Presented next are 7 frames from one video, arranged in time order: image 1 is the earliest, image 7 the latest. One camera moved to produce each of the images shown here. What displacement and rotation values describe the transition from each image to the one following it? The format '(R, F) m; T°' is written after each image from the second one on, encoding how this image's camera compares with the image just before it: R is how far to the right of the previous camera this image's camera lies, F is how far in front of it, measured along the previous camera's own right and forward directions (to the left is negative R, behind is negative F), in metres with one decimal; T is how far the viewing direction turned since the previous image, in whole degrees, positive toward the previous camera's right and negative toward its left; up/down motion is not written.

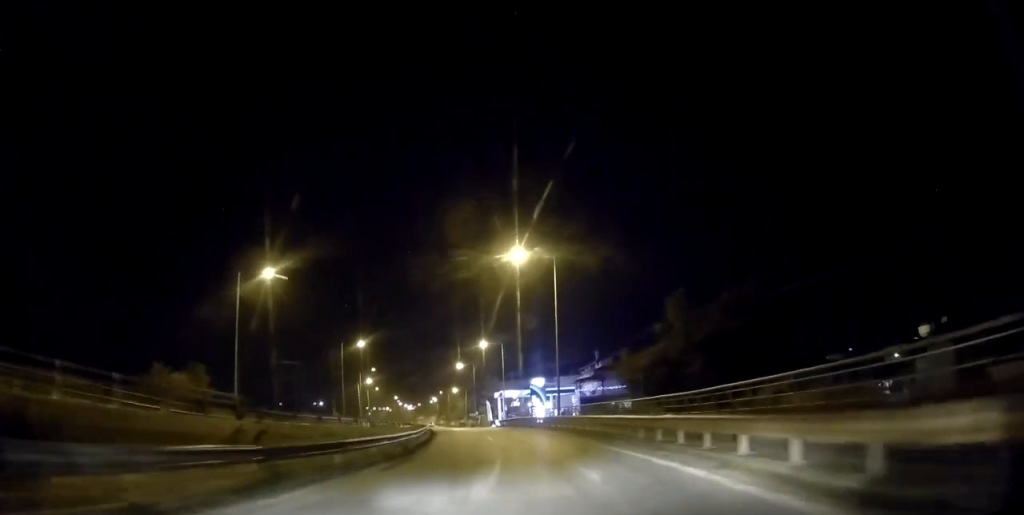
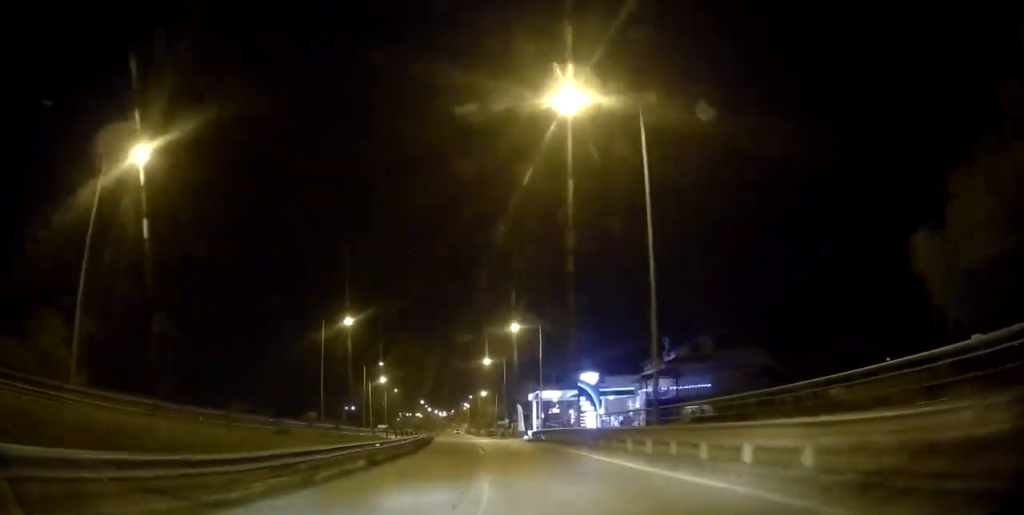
(-0.1, +21.9) m; -3°
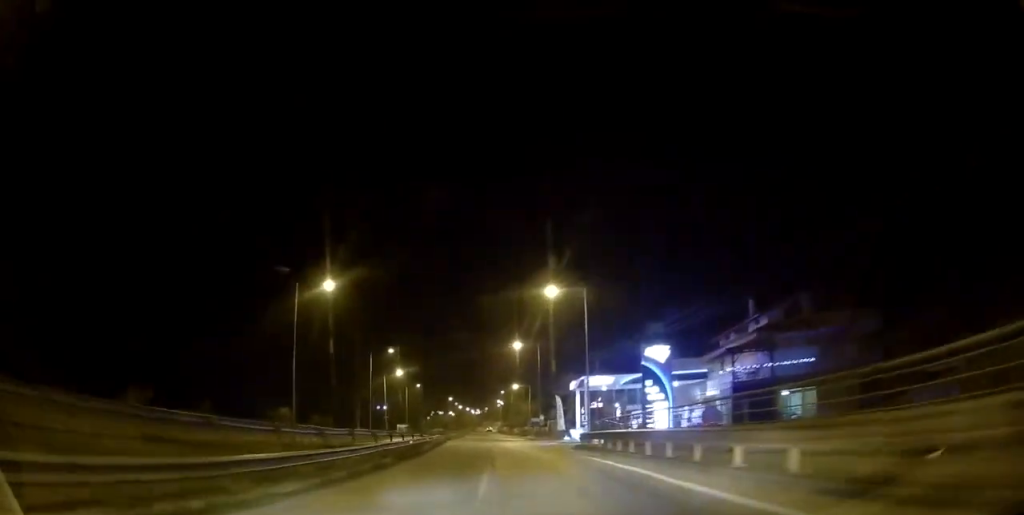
(-0.7, +15.9) m; -4°
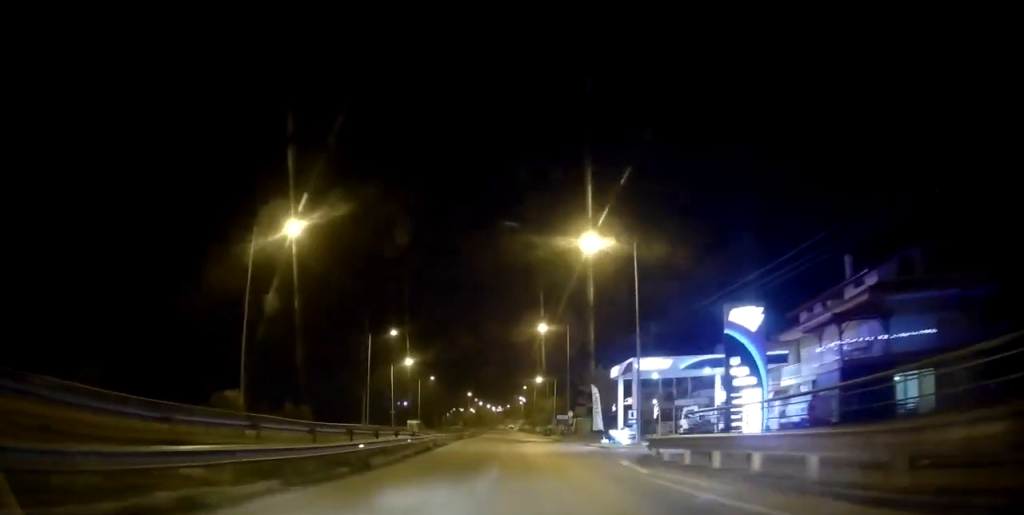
(-0.4, +12.0) m; -2°
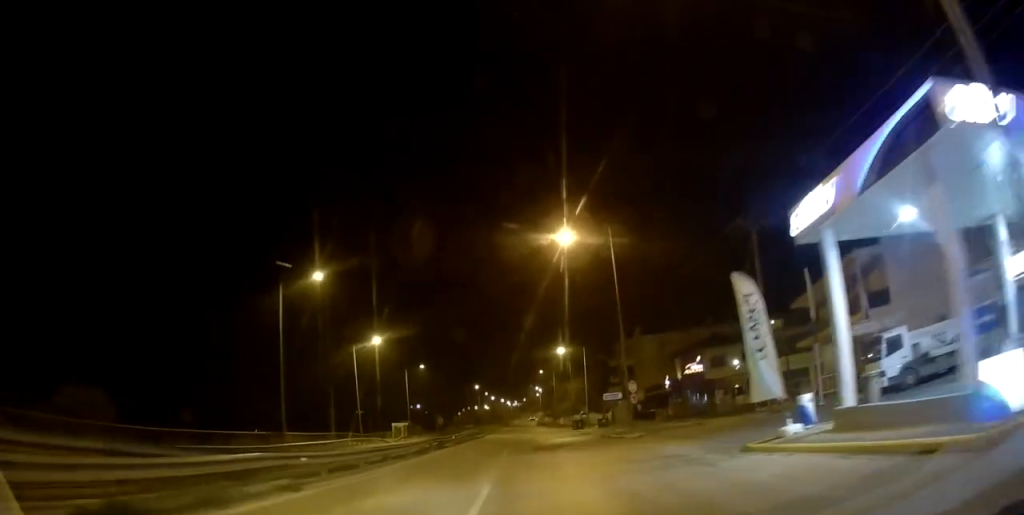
(-0.8, +27.1) m; -3°
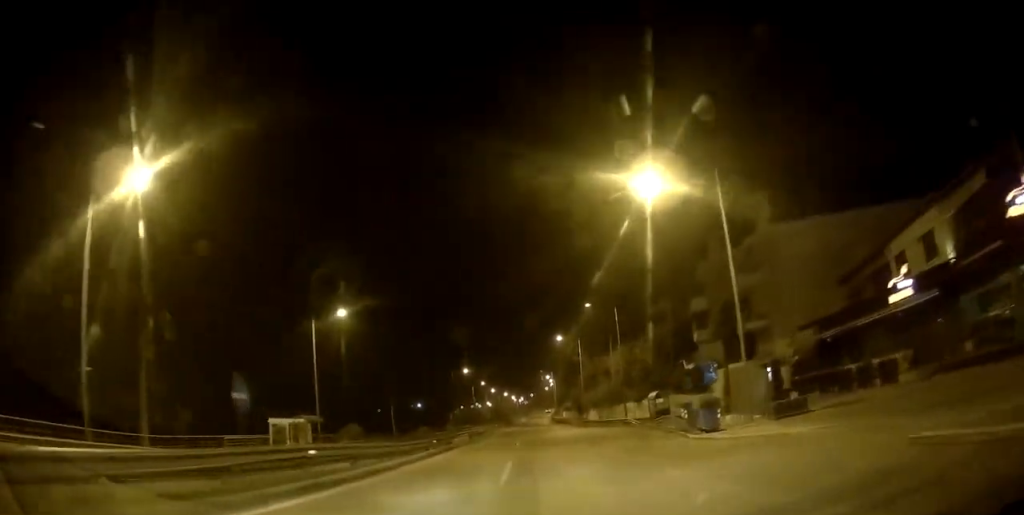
(-0.4, +46.2) m; -1°
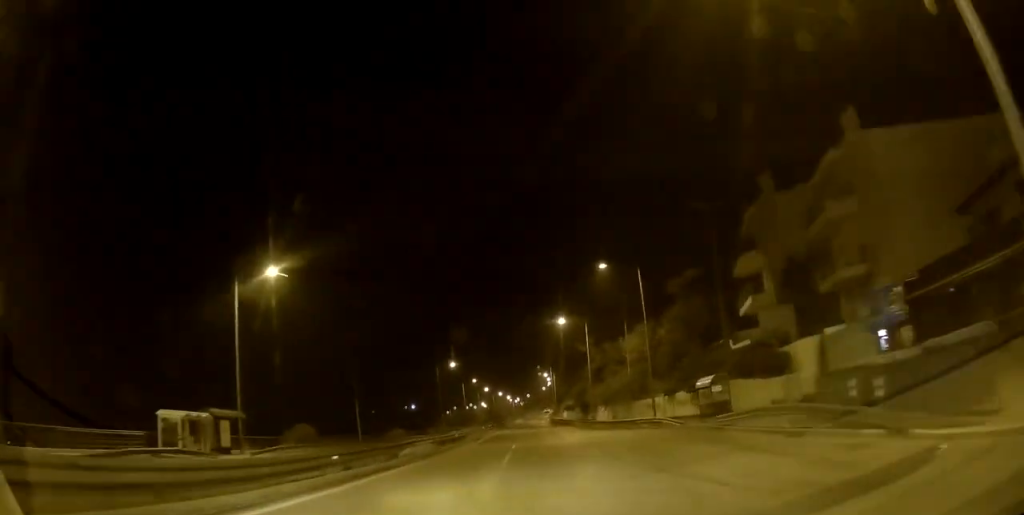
(0.0, +14.7) m; 0°
